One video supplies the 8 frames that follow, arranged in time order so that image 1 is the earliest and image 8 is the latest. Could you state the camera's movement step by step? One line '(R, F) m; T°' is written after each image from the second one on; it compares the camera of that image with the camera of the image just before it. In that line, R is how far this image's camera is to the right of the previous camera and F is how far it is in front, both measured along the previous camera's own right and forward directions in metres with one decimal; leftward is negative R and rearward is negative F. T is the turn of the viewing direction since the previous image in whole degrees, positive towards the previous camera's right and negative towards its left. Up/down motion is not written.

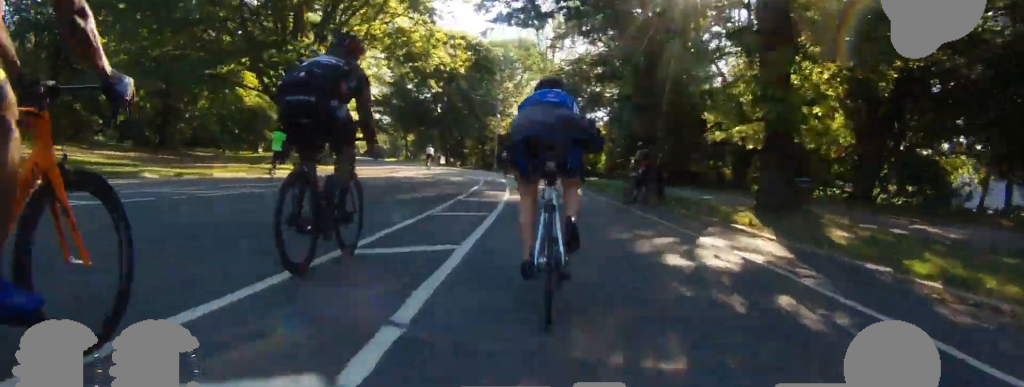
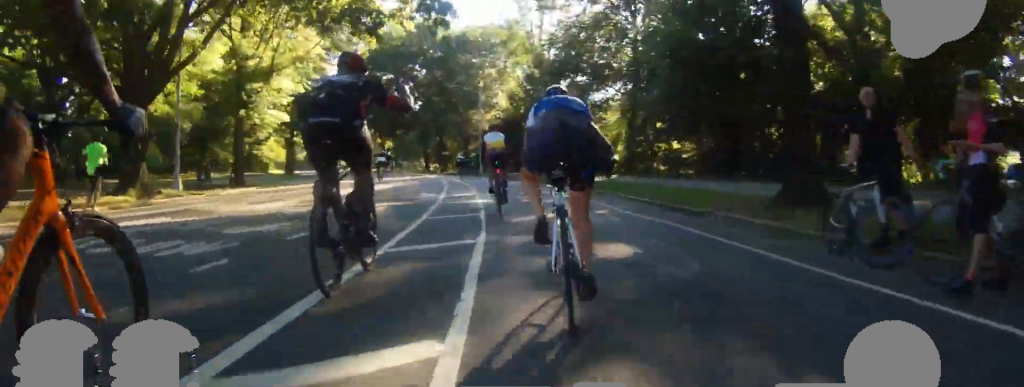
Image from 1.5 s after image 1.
(-0.9, +13.4) m; -7°
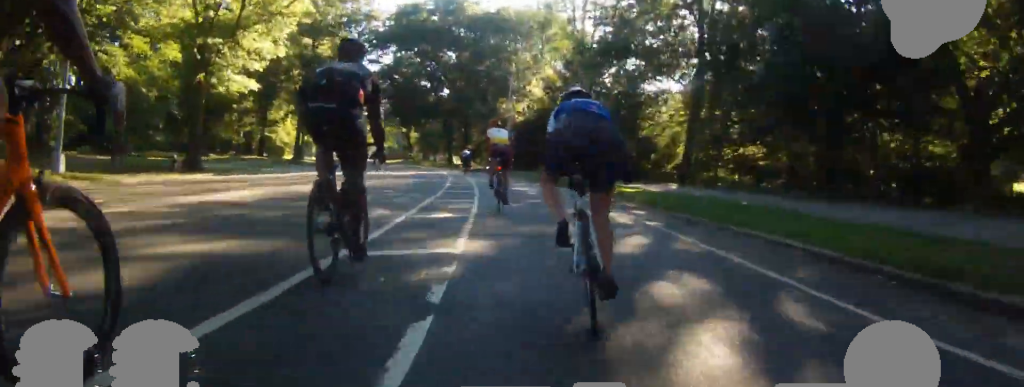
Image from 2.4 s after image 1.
(-0.3, +8.3) m; -2°
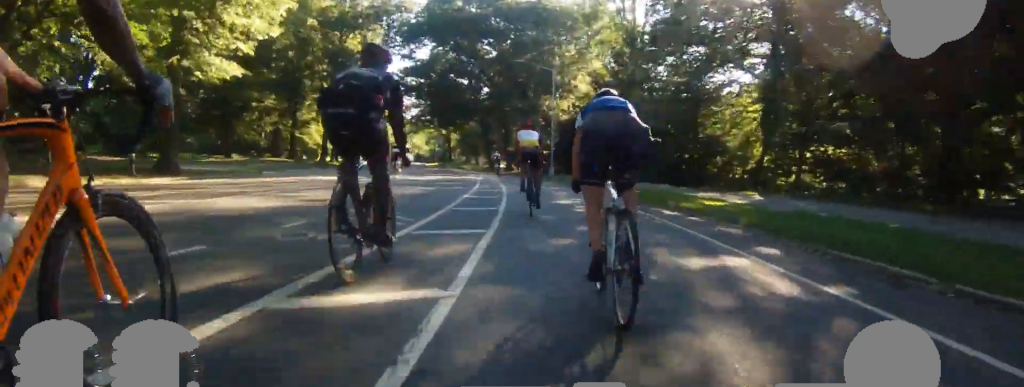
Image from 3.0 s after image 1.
(0.0, +5.5) m; 0°
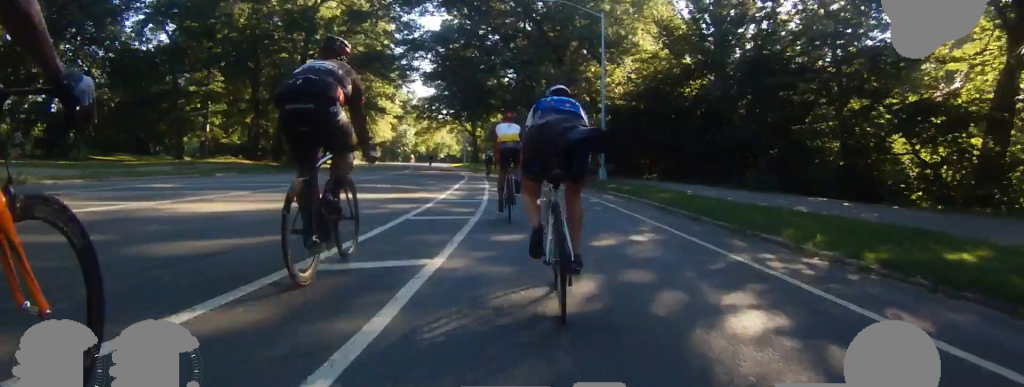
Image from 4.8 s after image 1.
(0.0, +17.2) m; -3°
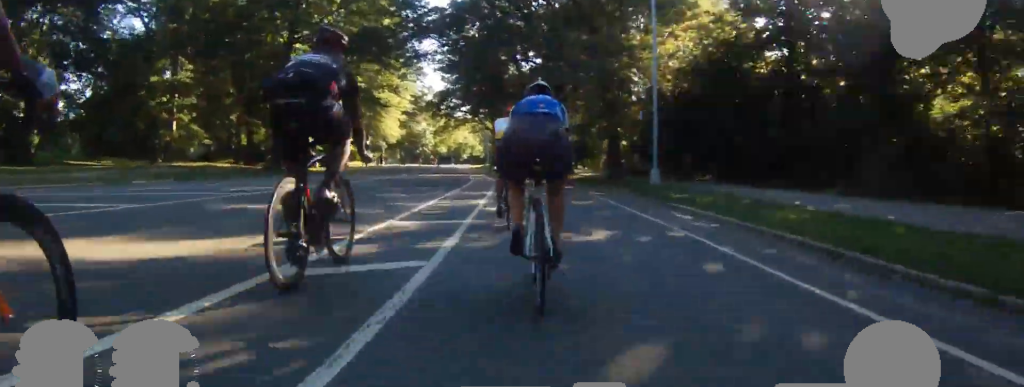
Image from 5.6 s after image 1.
(-0.4, +7.9) m; -4°
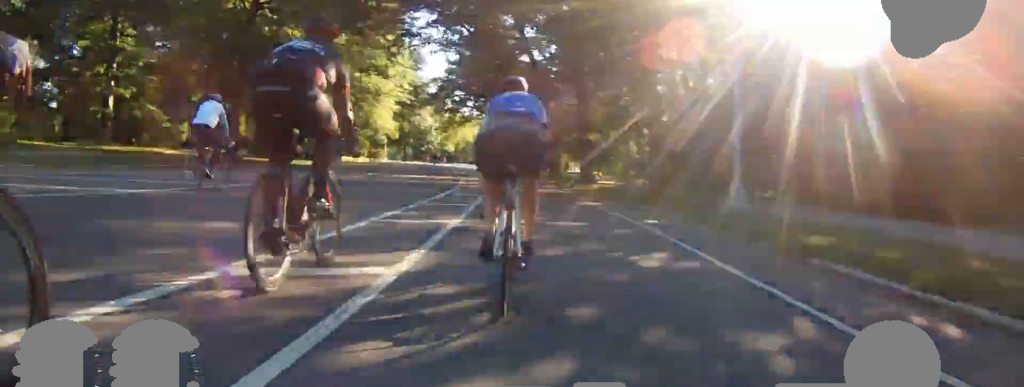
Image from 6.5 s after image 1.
(-0.3, +8.0) m; -2°
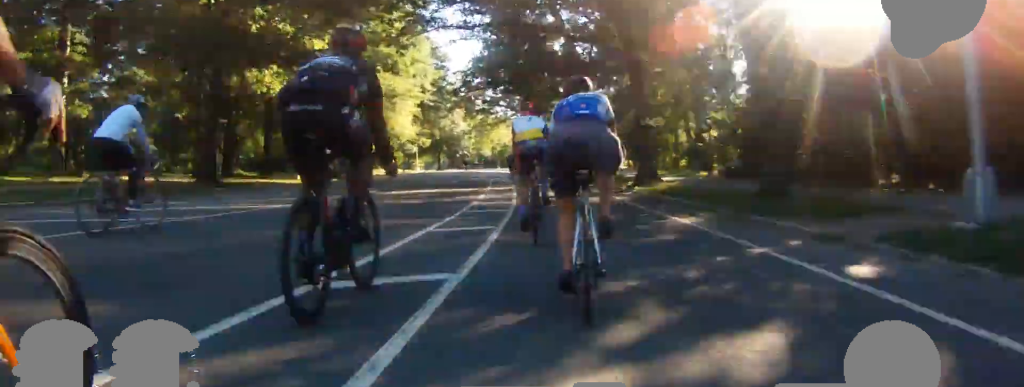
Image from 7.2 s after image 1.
(0.0, +7.1) m; 0°
